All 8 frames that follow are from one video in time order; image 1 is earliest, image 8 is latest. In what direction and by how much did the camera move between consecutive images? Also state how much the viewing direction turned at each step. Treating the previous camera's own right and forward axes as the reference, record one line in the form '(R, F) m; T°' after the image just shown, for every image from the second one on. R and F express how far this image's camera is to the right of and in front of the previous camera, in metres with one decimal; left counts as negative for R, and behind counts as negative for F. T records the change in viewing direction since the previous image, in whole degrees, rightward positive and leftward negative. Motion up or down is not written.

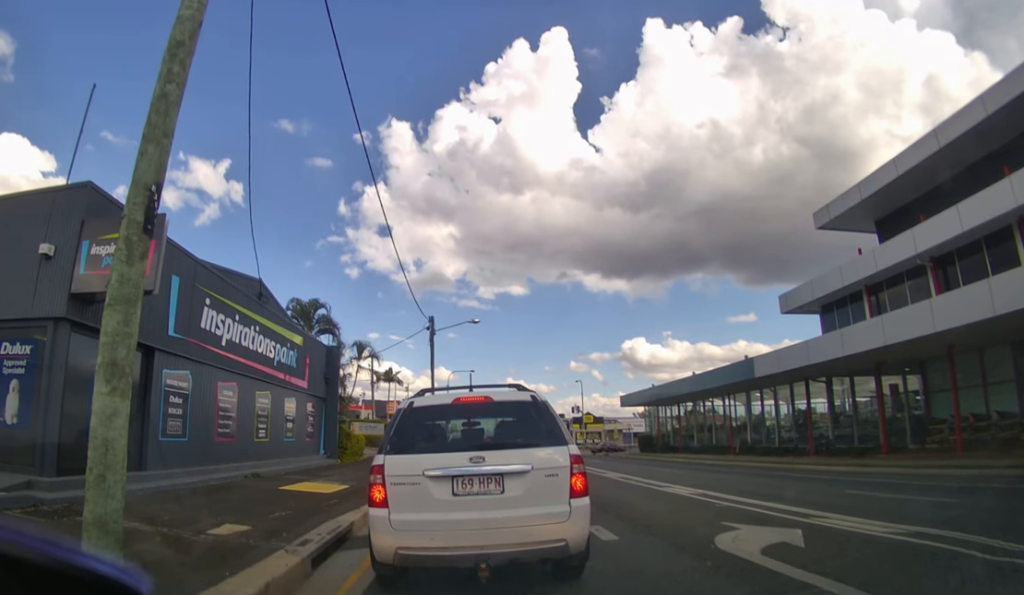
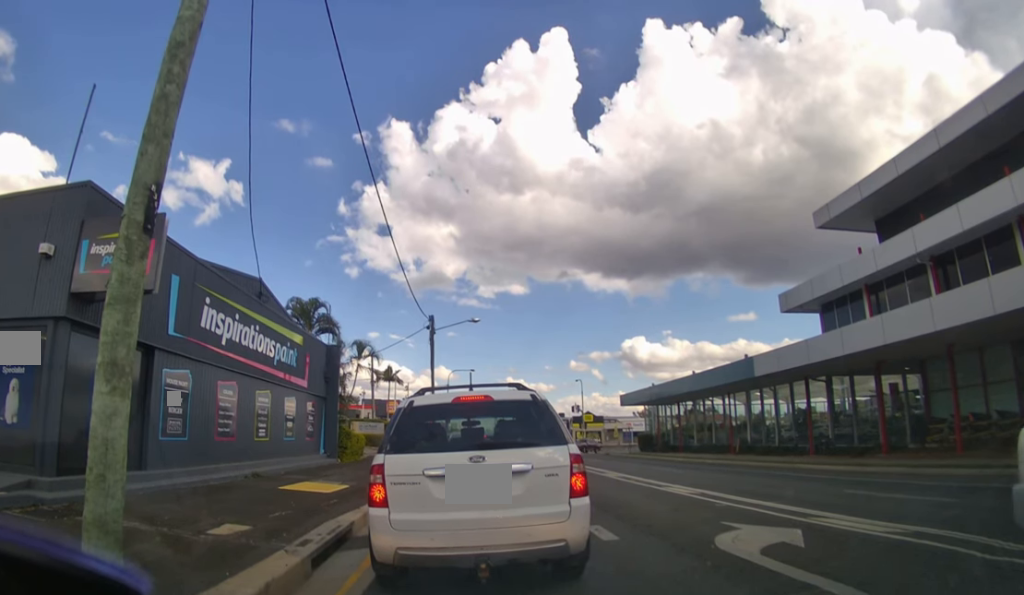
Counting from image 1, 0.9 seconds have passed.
(0.0, 0.0) m; 0°
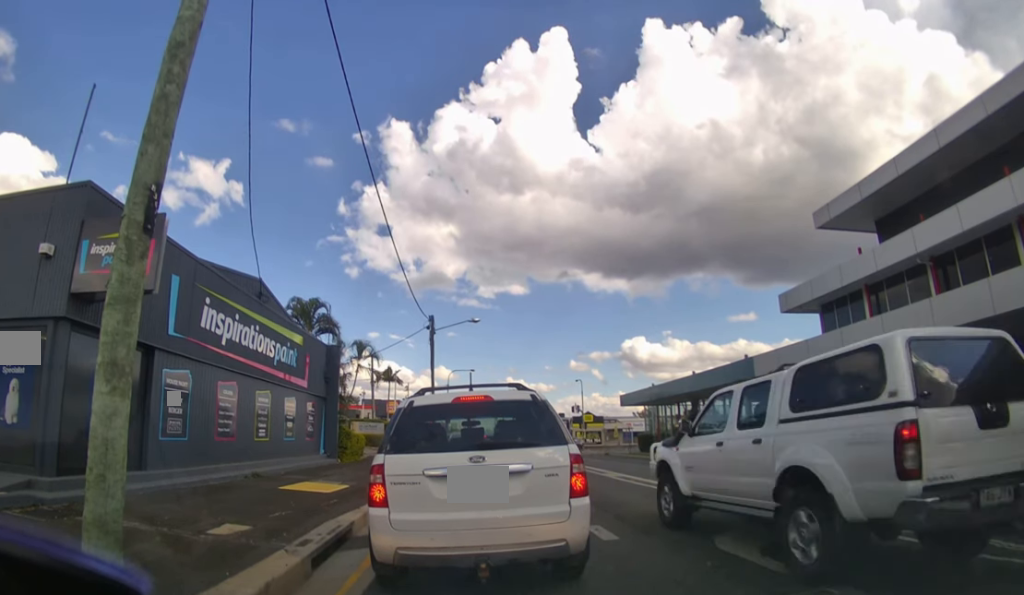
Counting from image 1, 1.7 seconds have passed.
(0.0, 0.0) m; 0°
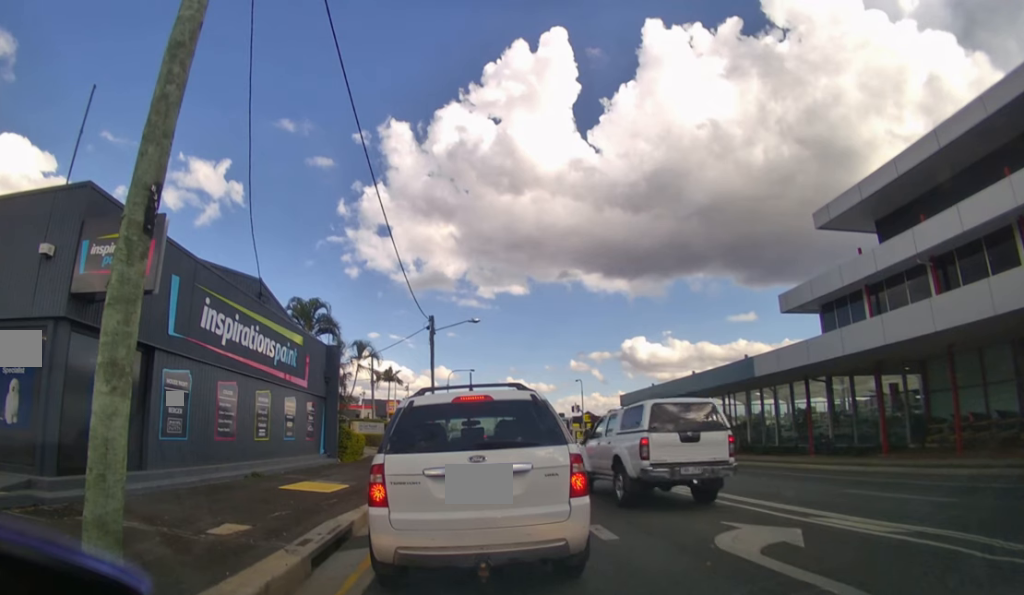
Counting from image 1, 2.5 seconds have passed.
(0.0, 0.0) m; 0°
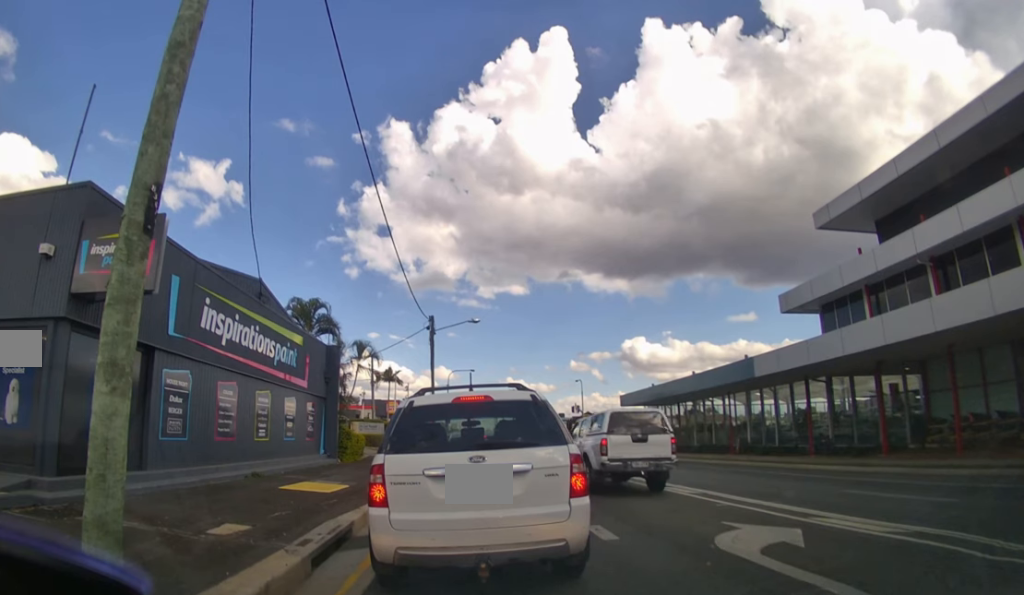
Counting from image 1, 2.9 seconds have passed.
(0.0, 0.0) m; 0°
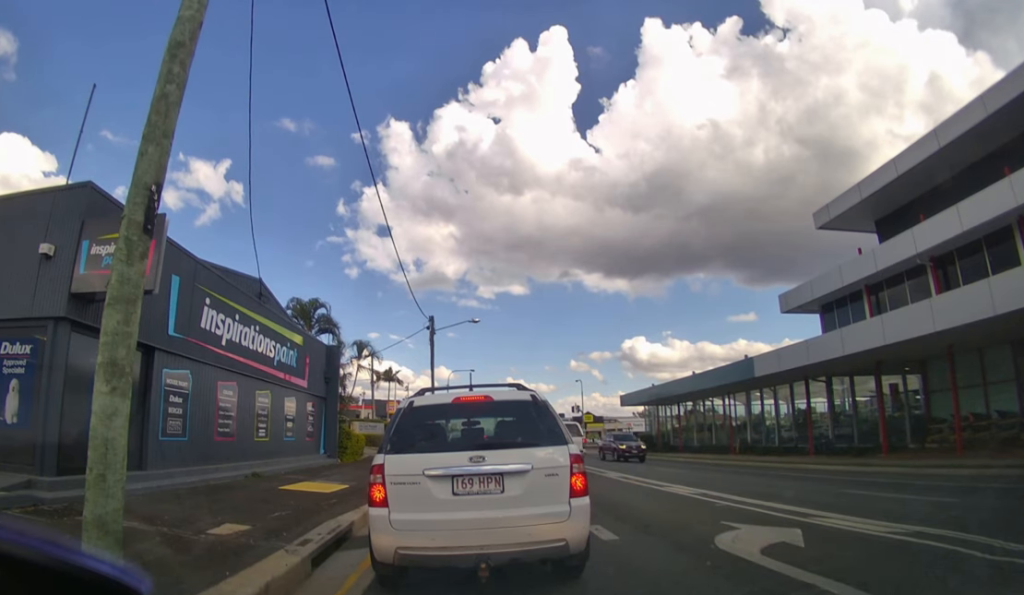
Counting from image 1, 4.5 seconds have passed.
(0.0, 0.0) m; 0°
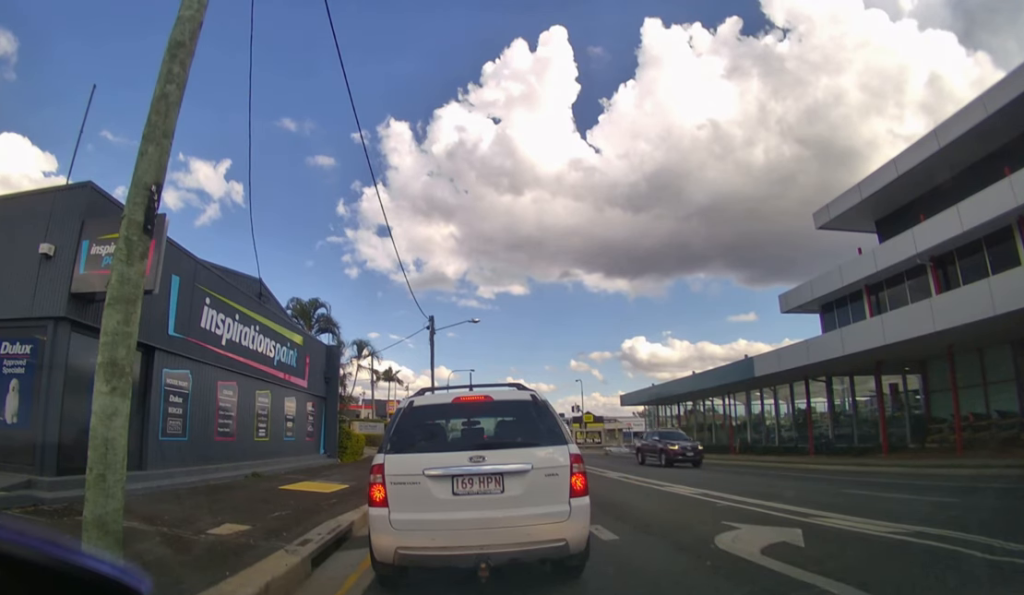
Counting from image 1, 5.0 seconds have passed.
(0.0, 0.0) m; 0°
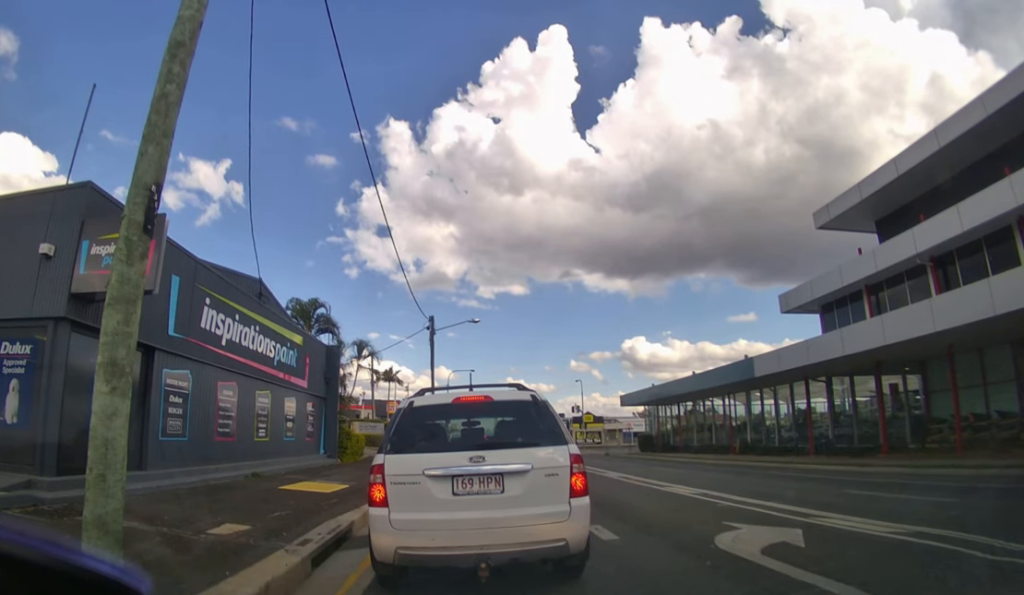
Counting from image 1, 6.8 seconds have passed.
(0.0, 0.0) m; 0°
